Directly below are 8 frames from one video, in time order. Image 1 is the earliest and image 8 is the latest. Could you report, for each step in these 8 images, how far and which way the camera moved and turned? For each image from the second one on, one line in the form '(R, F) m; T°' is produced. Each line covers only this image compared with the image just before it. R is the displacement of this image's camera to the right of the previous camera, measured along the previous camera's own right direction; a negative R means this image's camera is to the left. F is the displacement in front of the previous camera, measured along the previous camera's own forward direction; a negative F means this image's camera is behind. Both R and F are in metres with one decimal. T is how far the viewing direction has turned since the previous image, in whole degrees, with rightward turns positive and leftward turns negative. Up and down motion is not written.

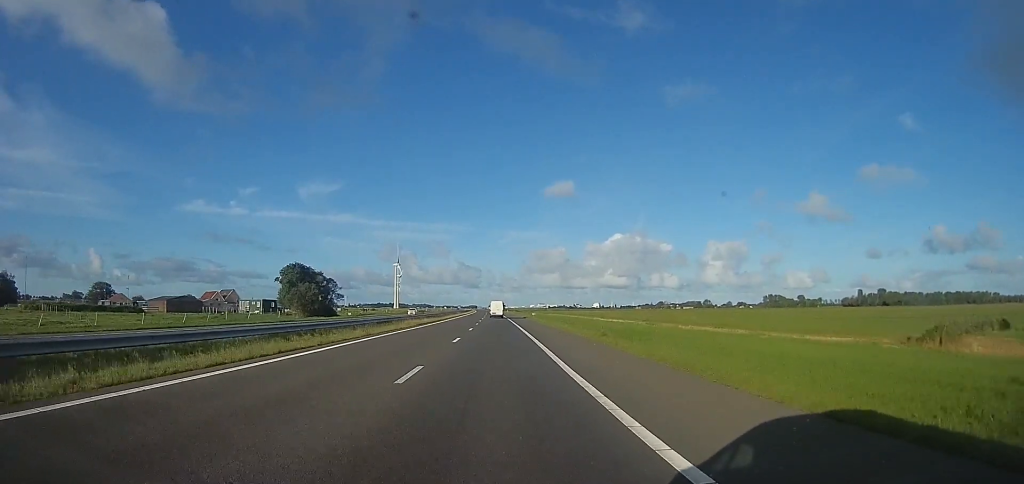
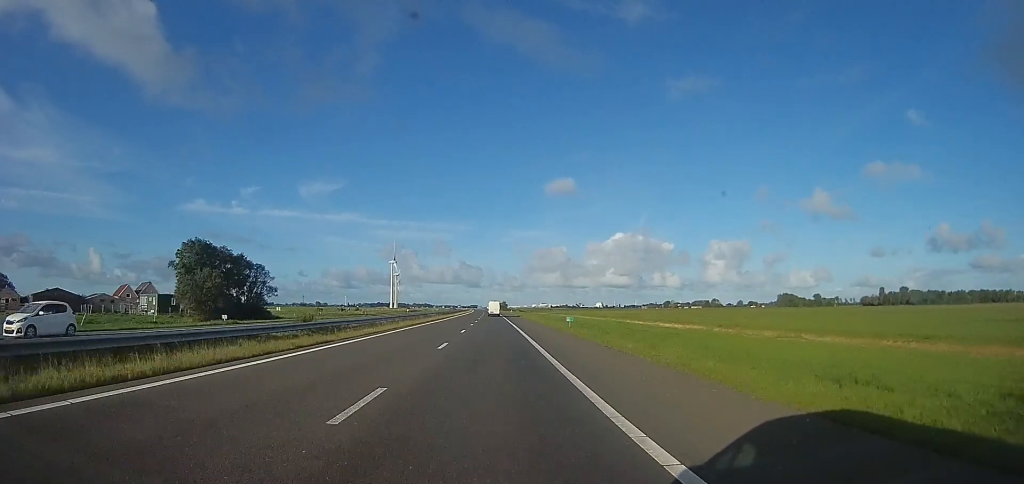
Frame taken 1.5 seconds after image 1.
(+1.1, +39.3) m; +1°
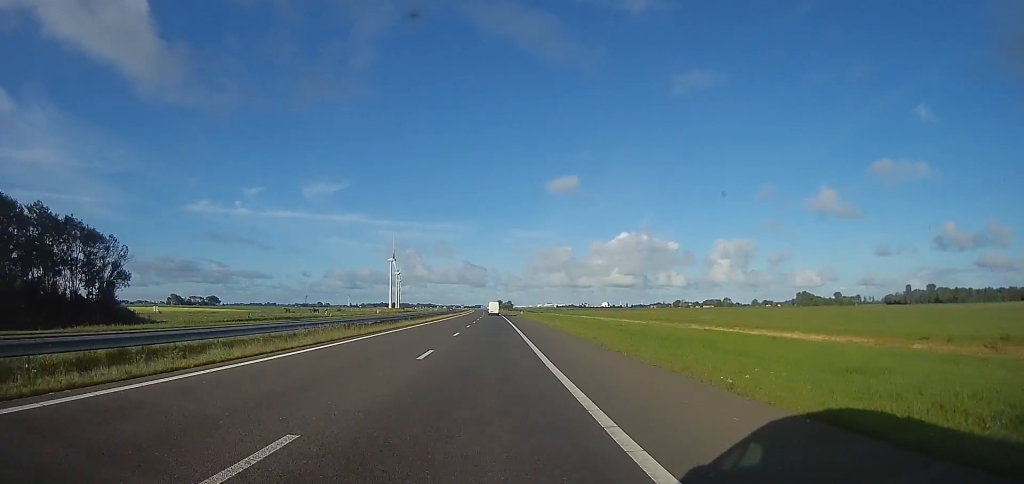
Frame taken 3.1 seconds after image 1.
(-1.8, +39.3) m; -3°
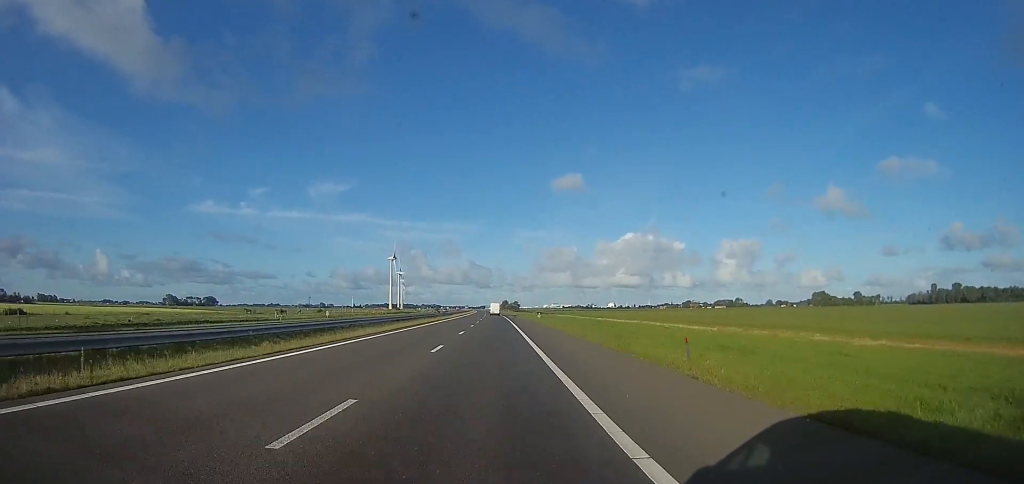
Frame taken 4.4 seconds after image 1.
(+1.2, +33.1) m; +1°
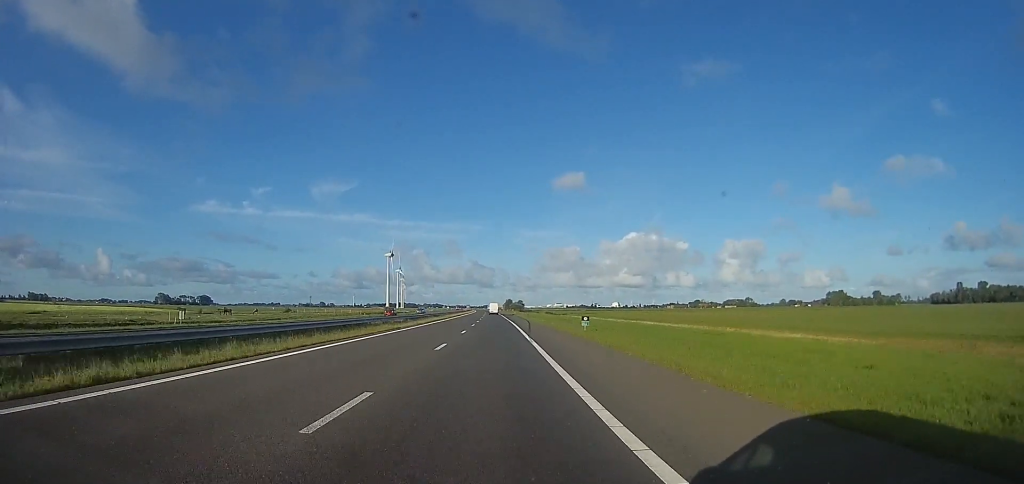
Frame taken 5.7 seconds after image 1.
(-0.8, +34.9) m; 0°
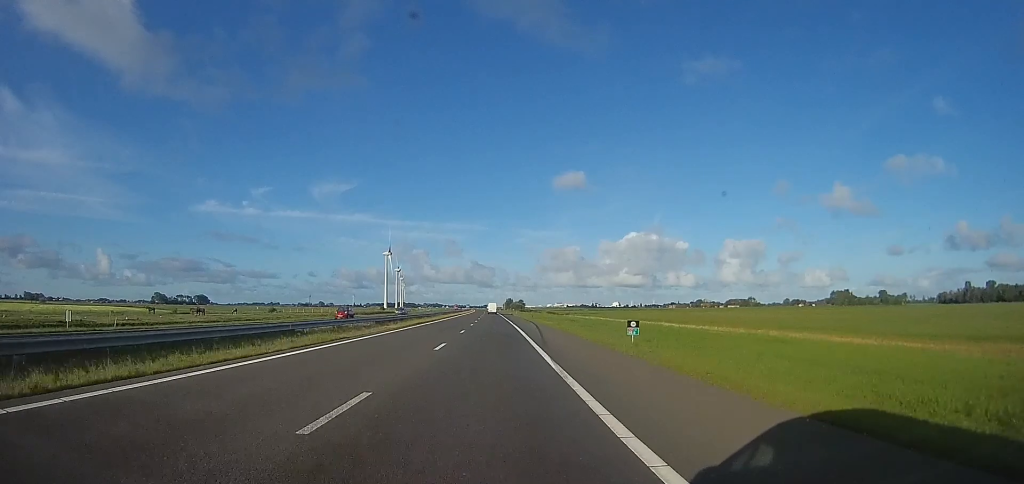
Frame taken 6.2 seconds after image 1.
(-0.2, +11.9) m; +1°
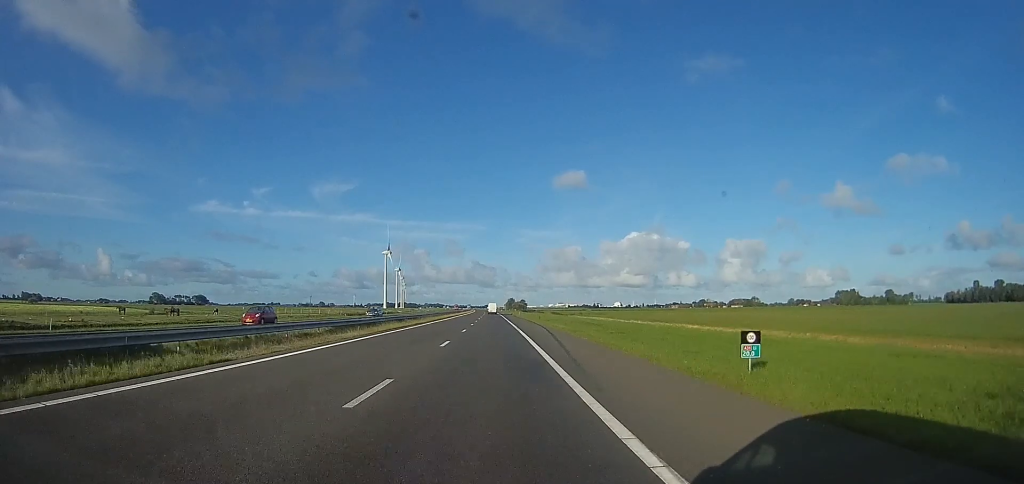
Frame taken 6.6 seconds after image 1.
(+0.4, +10.3) m; -1°
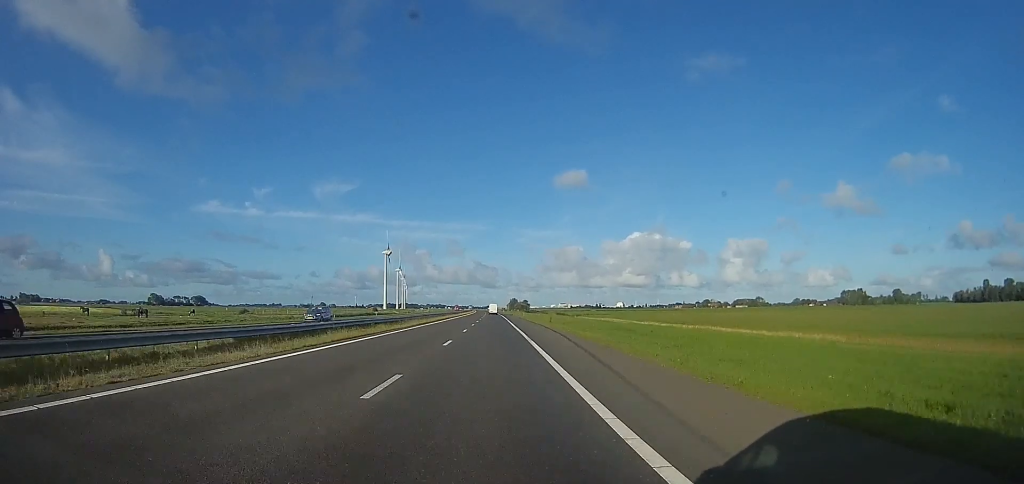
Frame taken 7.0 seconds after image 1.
(+0.5, +11.1) m; -1°
